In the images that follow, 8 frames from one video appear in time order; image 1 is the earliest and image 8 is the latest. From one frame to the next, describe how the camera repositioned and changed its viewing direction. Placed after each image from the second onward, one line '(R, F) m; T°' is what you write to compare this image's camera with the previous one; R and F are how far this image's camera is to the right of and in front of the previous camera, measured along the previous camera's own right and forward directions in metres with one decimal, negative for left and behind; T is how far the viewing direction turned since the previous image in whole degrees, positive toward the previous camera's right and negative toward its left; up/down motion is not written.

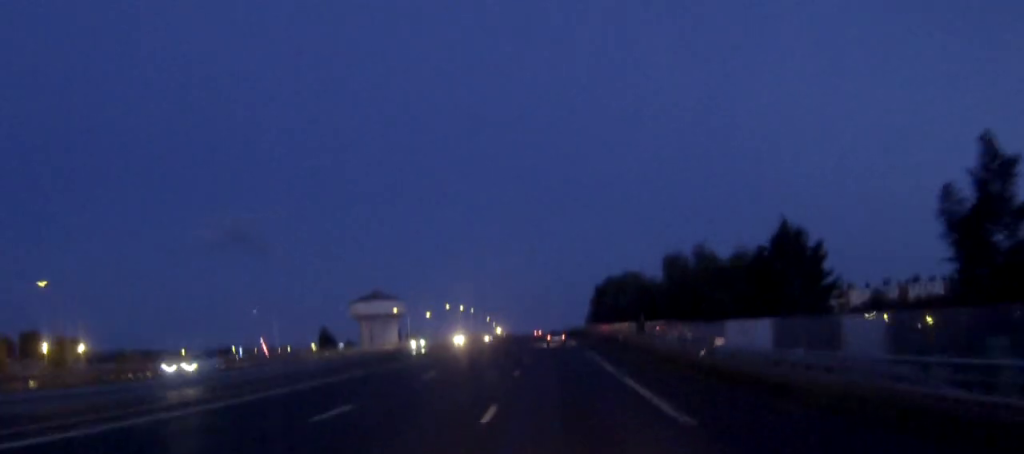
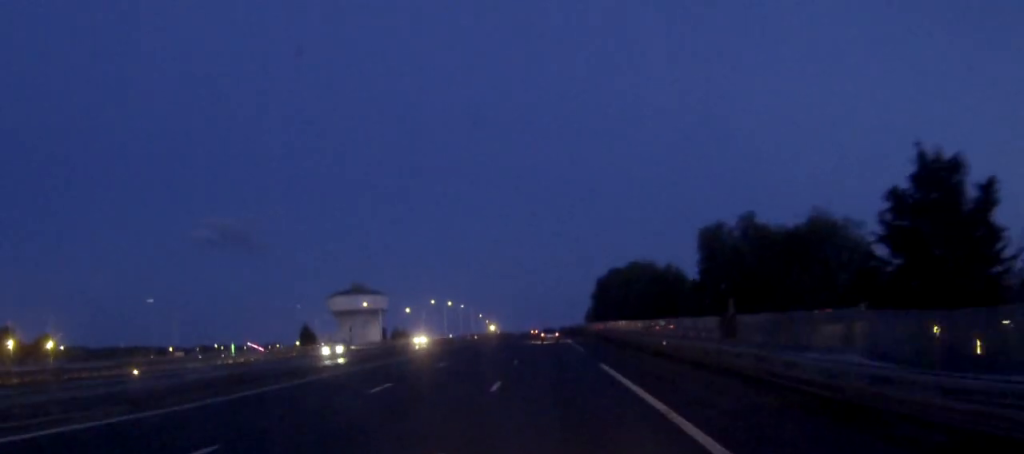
(+0.1, +20.4) m; 0°
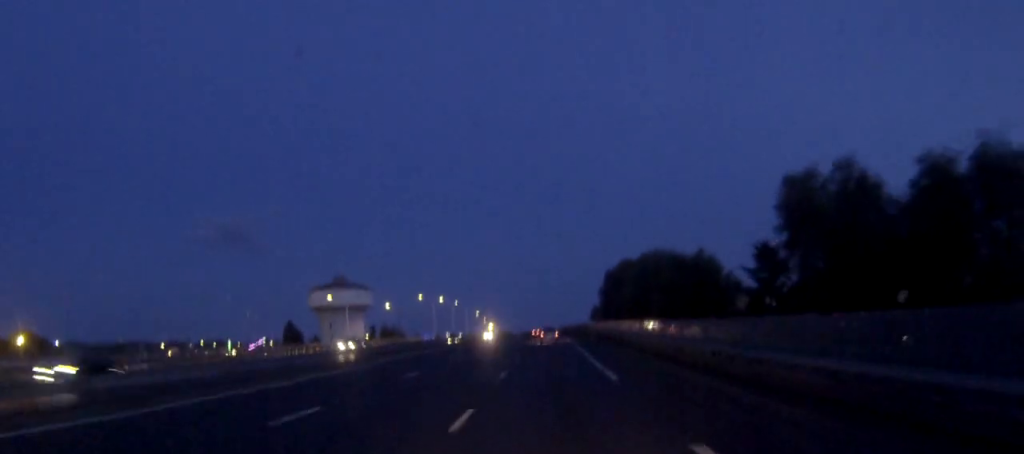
(0.0, +20.4) m; 0°
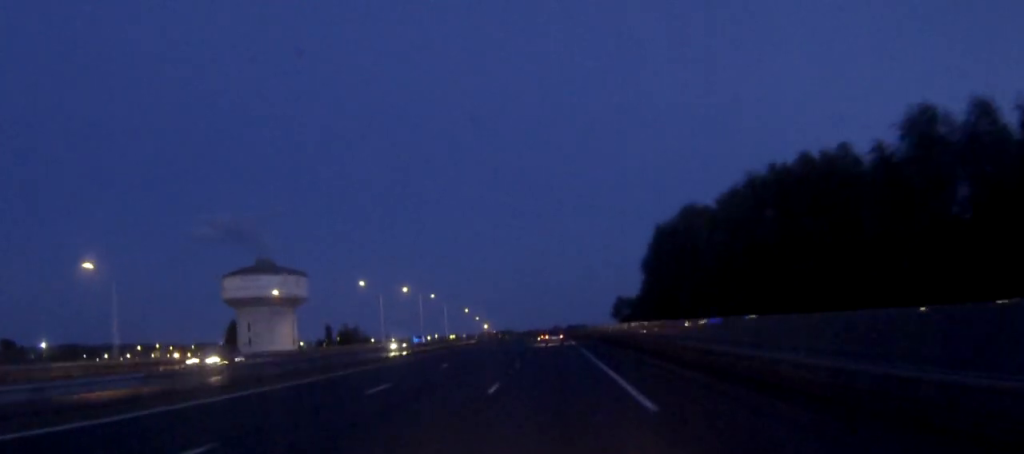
(-0.1, +57.5) m; 0°
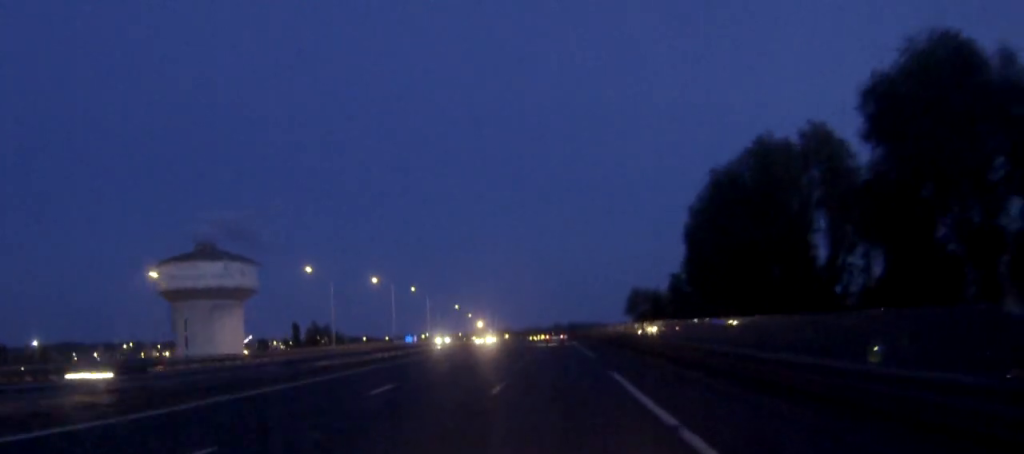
(0.0, +25.9) m; 0°
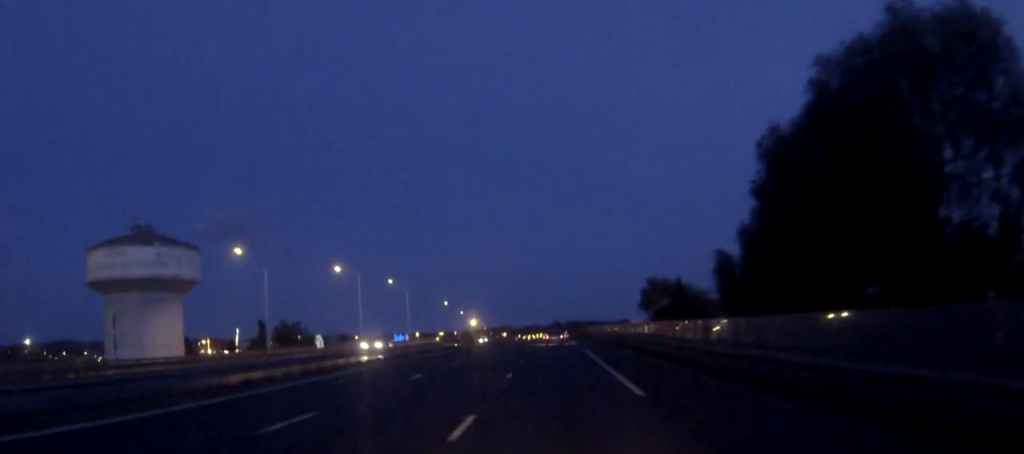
(0.0, +21.0) m; 0°
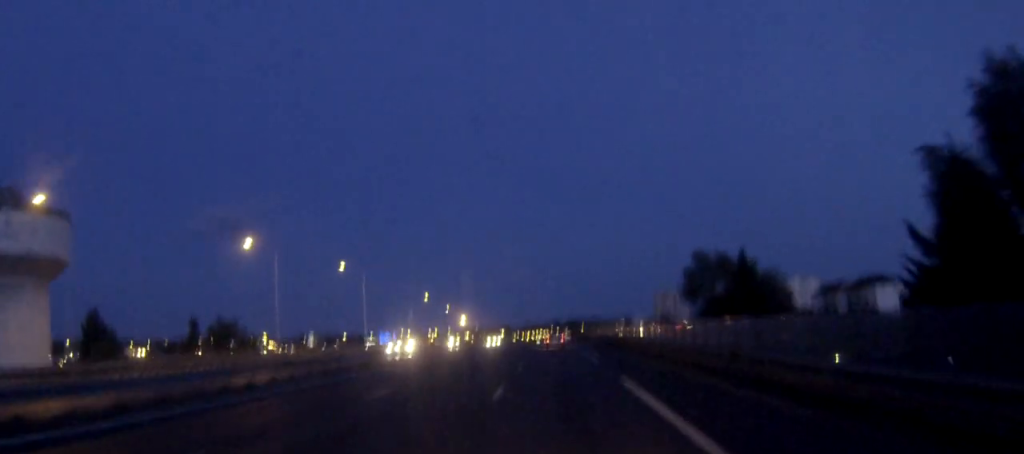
(-0.1, +31.4) m; 0°
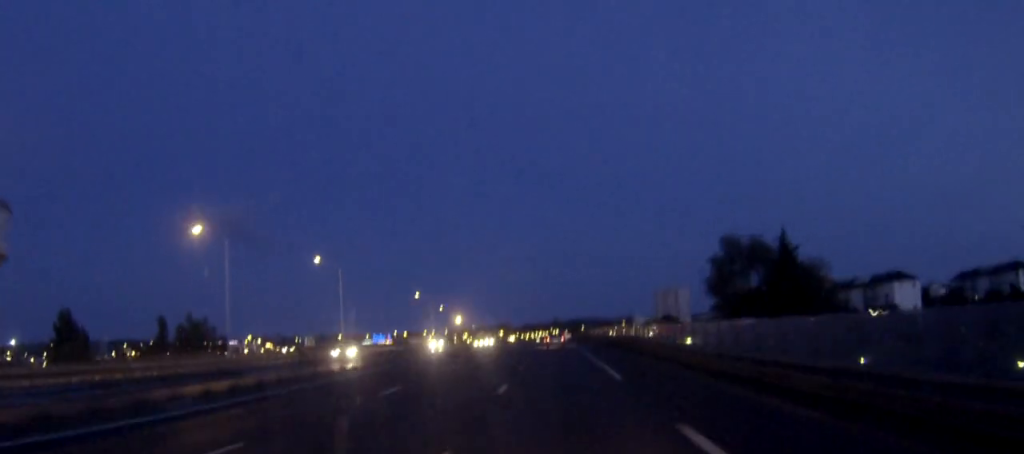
(0.0, +11.2) m; 0°
